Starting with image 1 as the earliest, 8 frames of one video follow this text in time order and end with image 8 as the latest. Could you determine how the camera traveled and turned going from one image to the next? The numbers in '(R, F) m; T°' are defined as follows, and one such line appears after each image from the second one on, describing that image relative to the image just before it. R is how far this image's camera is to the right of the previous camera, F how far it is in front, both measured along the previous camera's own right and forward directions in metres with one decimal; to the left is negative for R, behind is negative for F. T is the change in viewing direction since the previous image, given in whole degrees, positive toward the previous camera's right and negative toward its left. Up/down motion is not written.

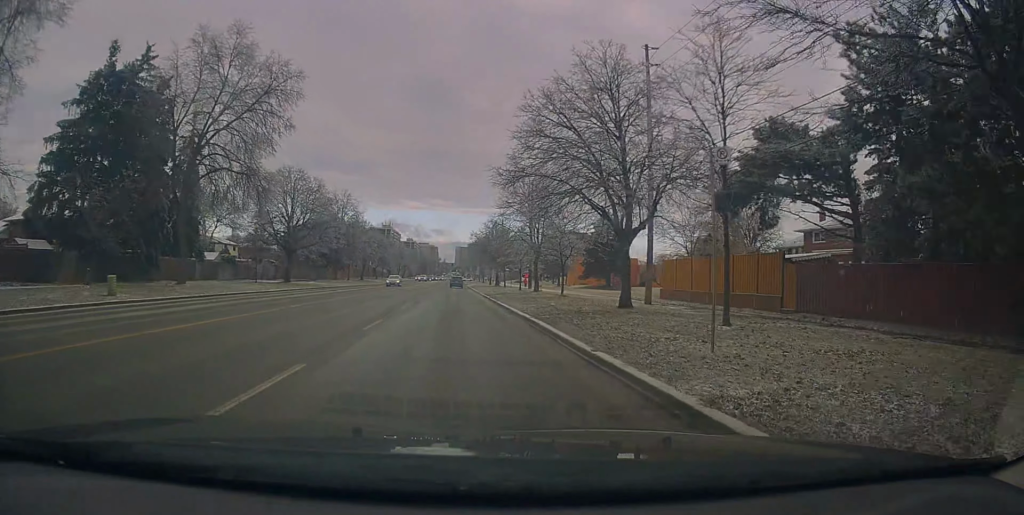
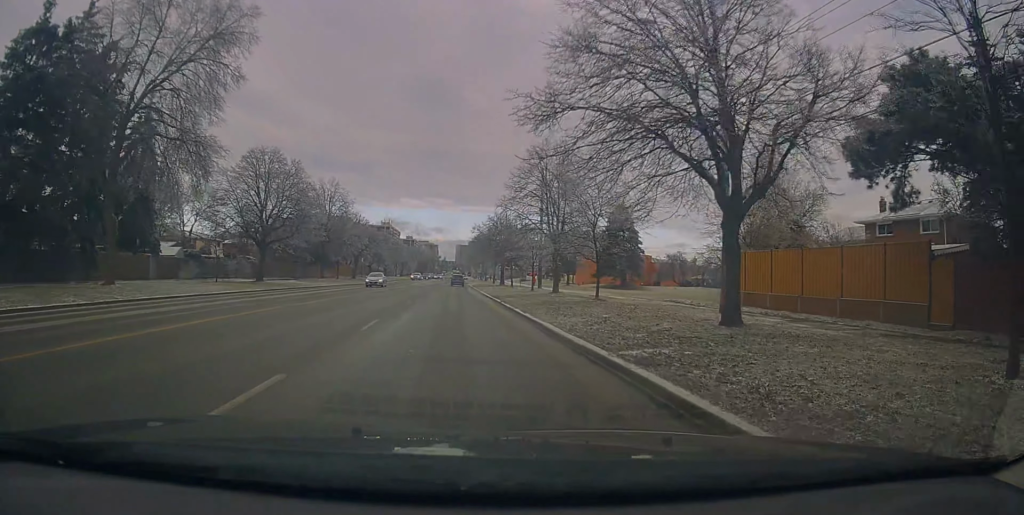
(+0.4, +9.0) m; 0°
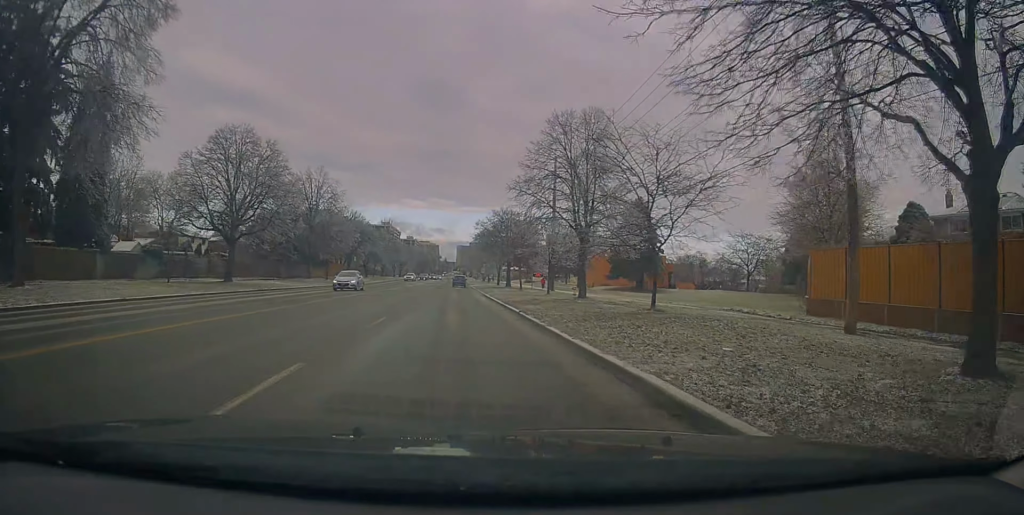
(-0.1, +7.7) m; -1°
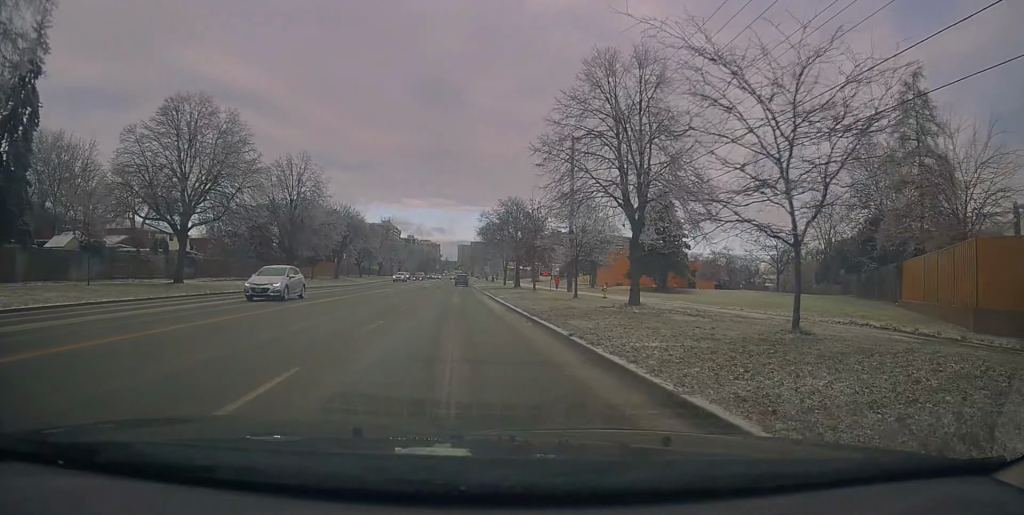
(-0.5, +8.8) m; -1°
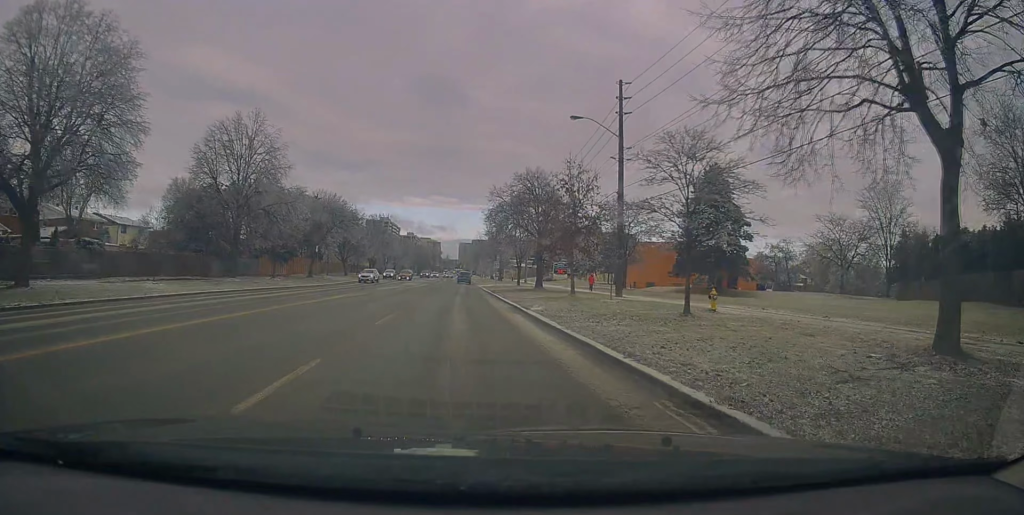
(+0.3, +16.0) m; +1°
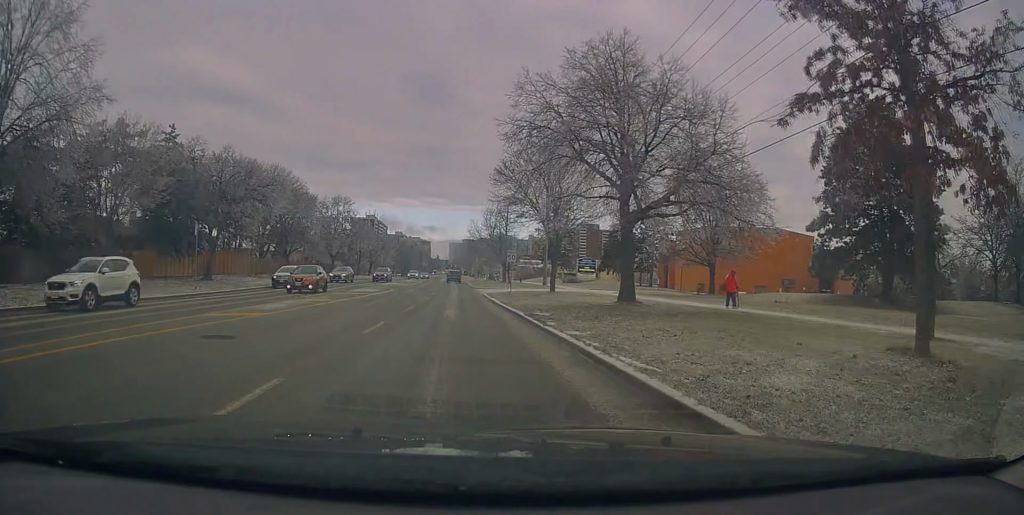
(+0.3, +26.6) m; +1°
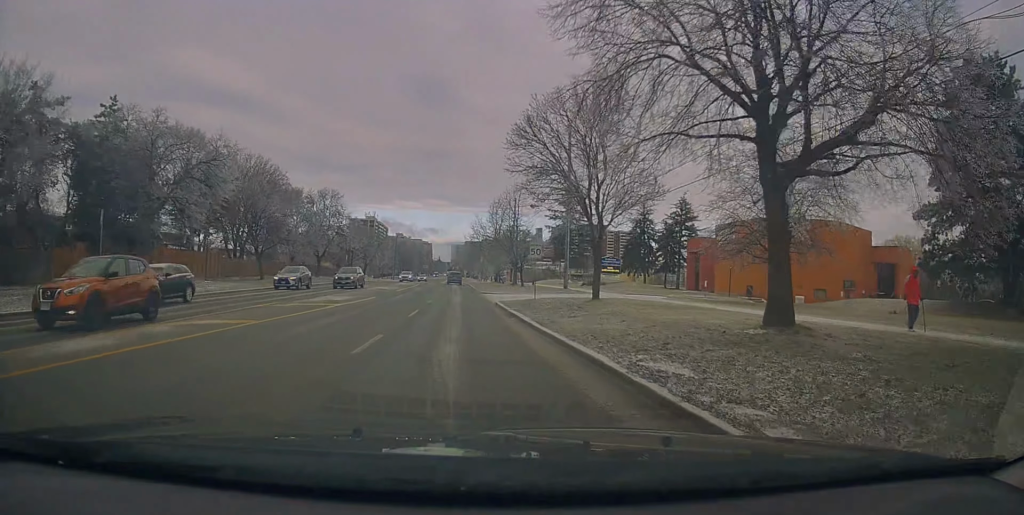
(+0.1, +10.7) m; 0°
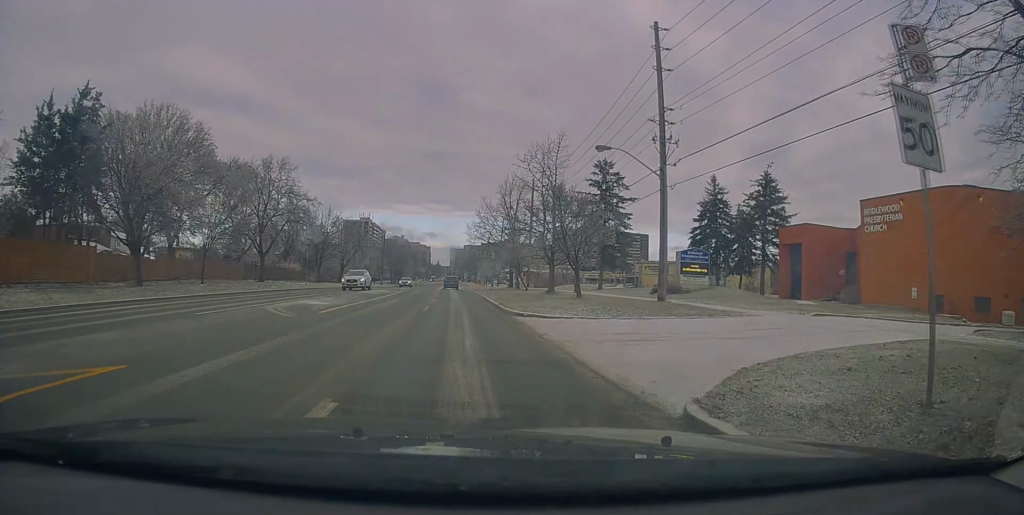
(-0.2, +23.0) m; -1°
